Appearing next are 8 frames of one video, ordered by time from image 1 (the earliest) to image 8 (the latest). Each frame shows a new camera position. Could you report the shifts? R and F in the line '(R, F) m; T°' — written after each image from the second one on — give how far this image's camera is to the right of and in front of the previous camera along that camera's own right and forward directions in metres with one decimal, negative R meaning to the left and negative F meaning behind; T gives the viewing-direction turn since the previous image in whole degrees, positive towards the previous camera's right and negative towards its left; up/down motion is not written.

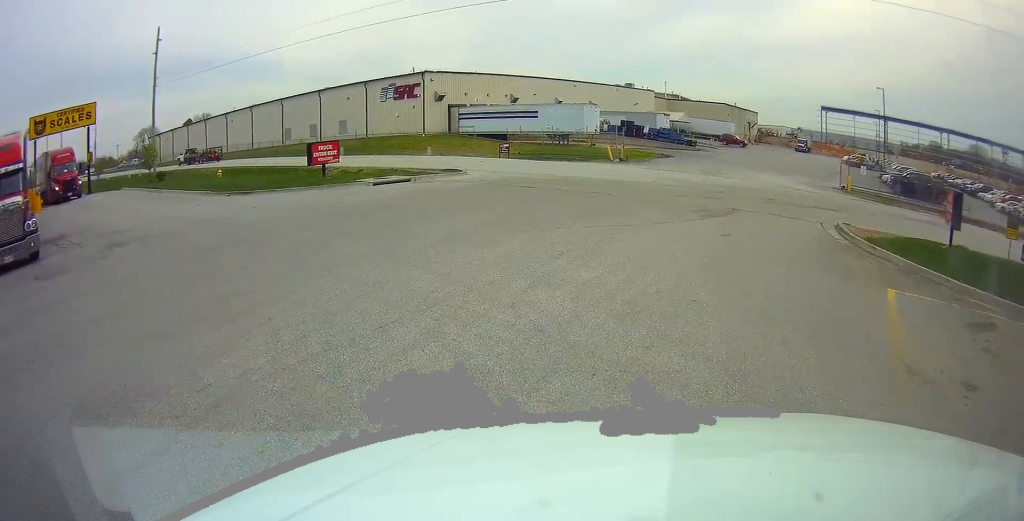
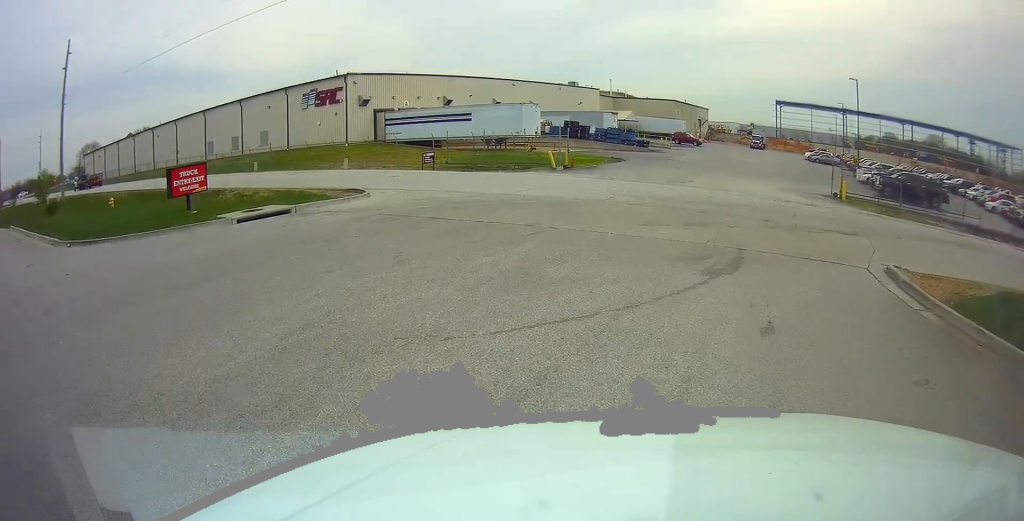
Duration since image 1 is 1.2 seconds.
(+0.4, +6.8) m; +7°
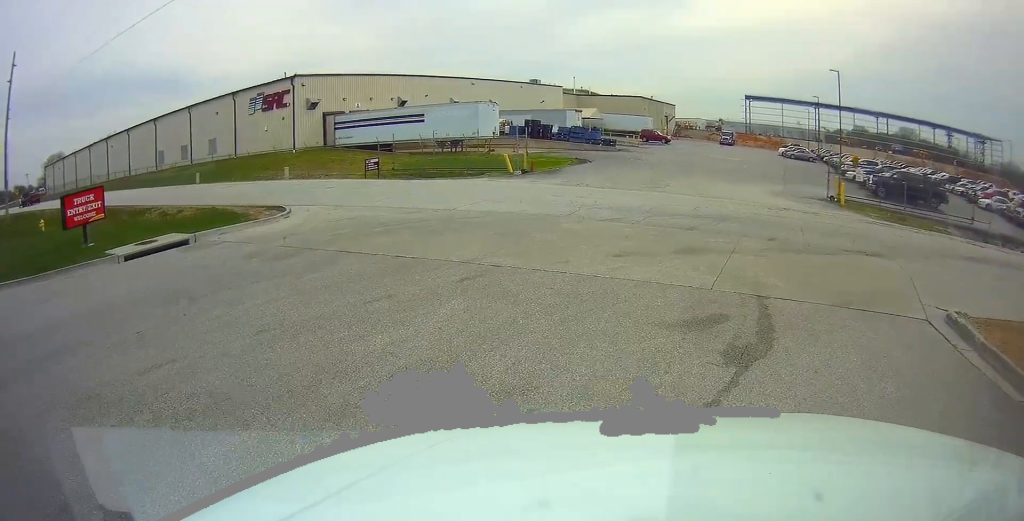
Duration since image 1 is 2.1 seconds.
(+0.1, +3.6) m; +5°
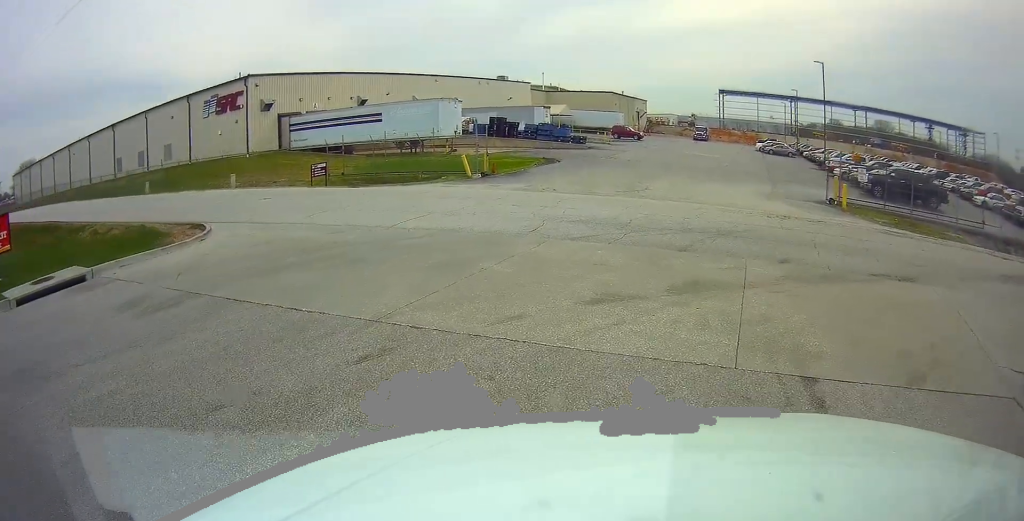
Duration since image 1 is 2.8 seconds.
(+0.1, +2.7) m; +8°
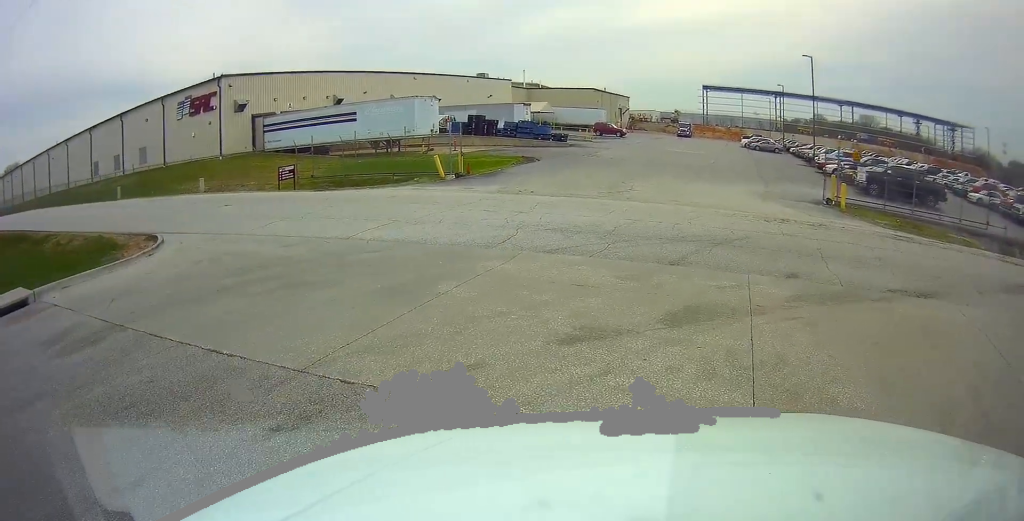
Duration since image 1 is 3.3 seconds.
(+0.1, +1.4) m; +7°
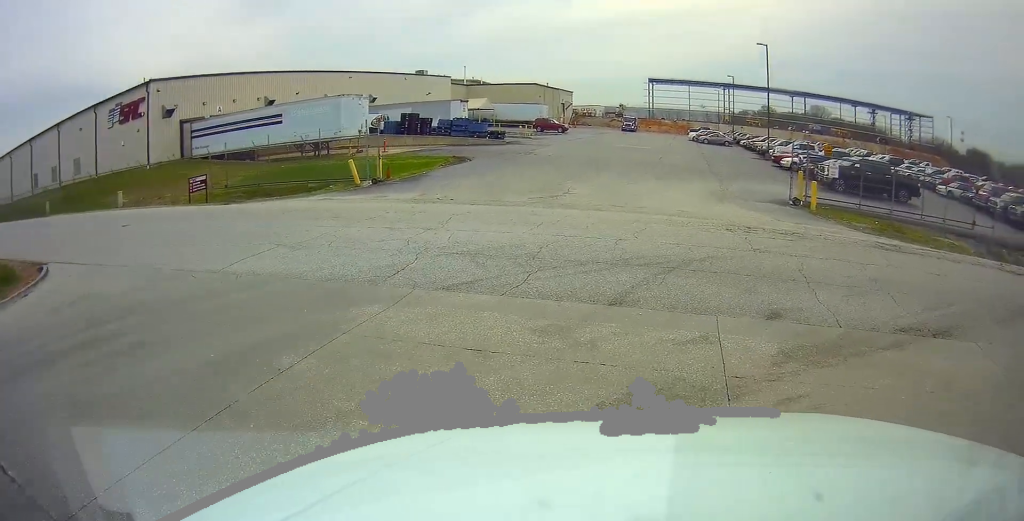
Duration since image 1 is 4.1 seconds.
(+0.3, +2.4) m; +19°
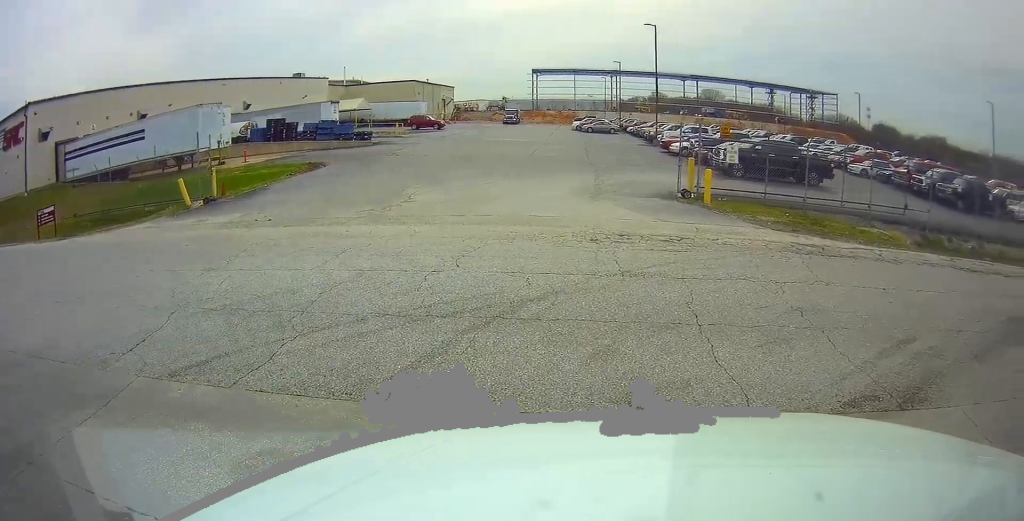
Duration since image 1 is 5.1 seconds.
(+0.6, +2.5) m; +25°
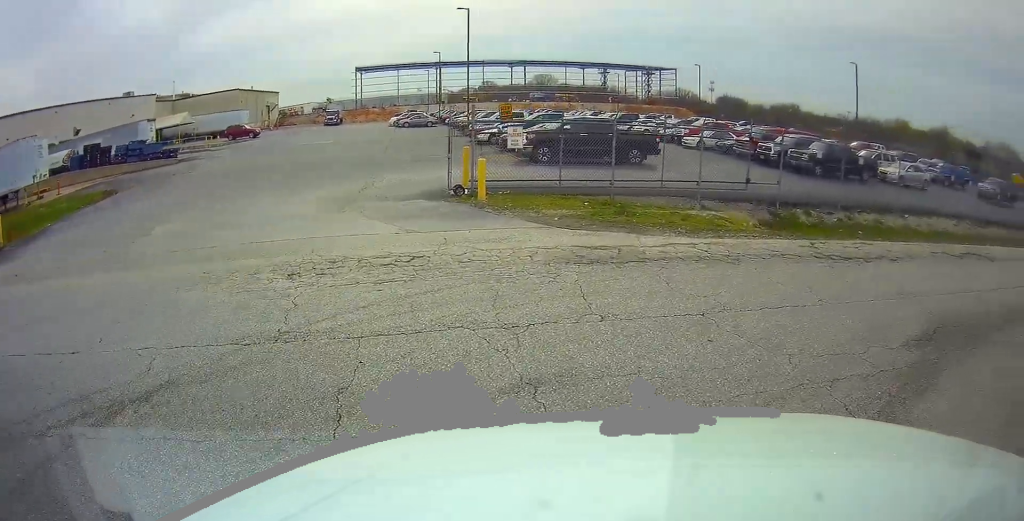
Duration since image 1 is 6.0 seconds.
(+0.6, +2.5) m; +17°
